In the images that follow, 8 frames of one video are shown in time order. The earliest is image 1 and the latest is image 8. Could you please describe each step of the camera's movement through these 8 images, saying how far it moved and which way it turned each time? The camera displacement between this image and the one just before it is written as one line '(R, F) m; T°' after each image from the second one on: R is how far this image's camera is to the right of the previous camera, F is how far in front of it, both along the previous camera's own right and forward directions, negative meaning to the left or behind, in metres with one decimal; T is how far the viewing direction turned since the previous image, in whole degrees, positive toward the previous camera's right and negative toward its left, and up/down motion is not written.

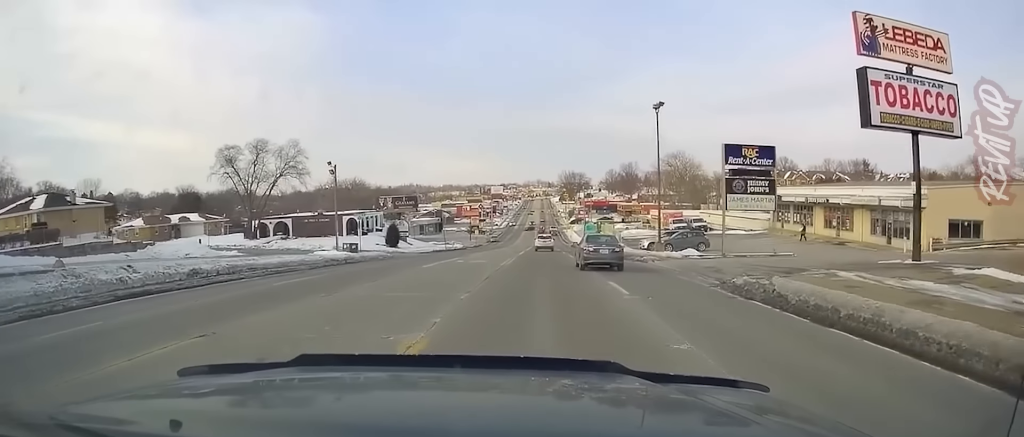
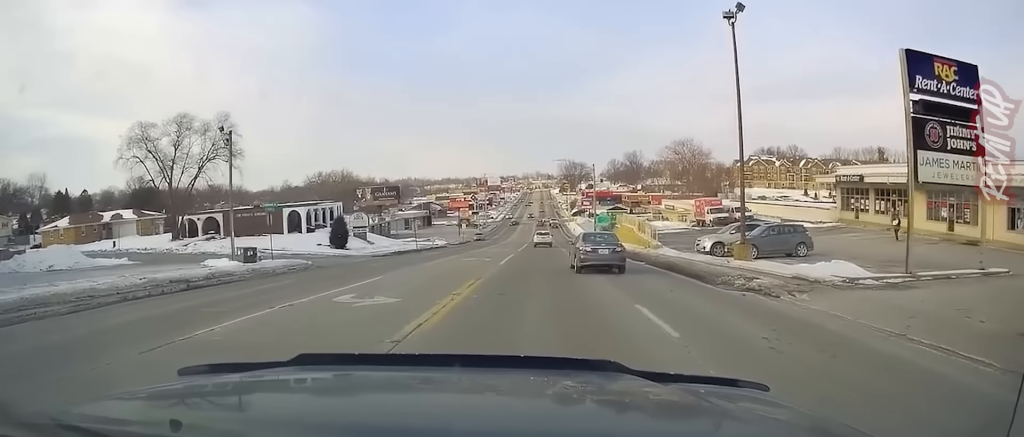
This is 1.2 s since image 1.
(-0.5, +19.0) m; 0°
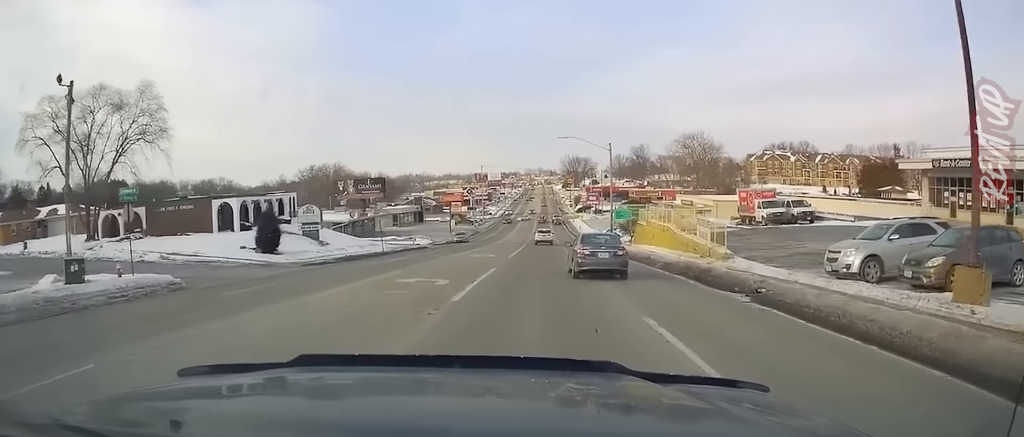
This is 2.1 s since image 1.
(+0.5, +14.7) m; +3°
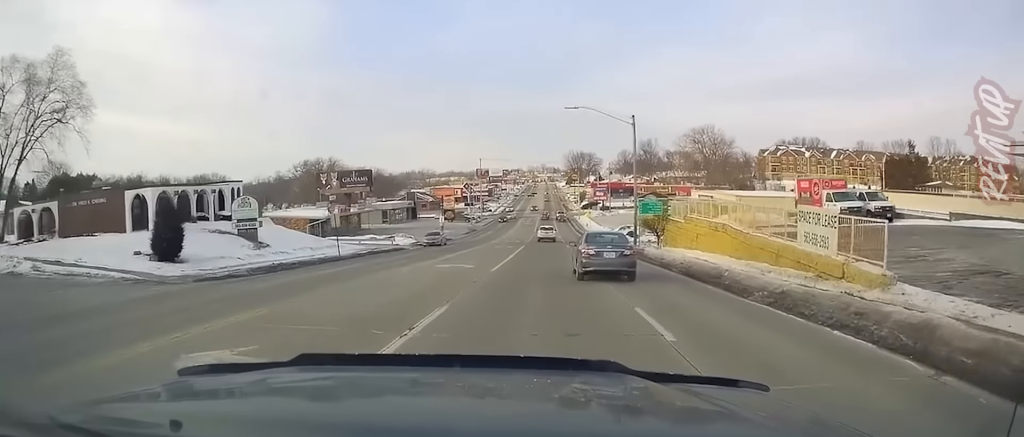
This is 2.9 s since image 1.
(+0.3, +12.0) m; +1°
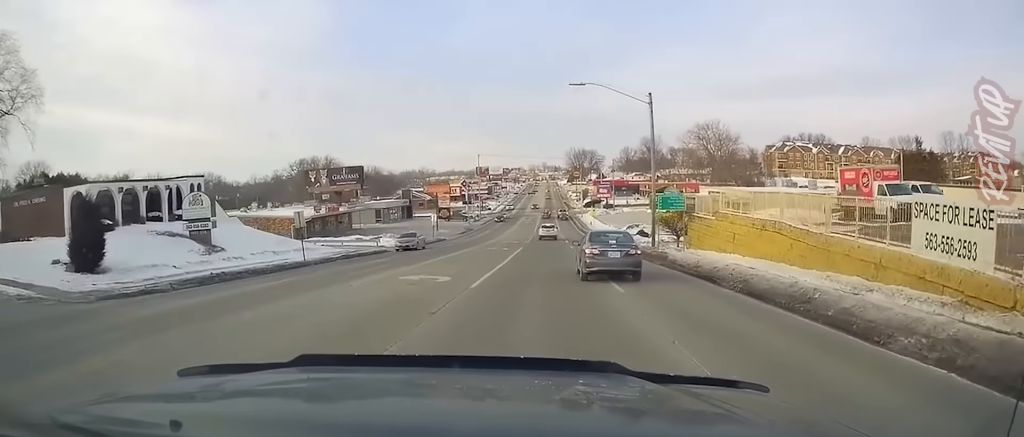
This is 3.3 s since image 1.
(+0.1, +6.2) m; -1°
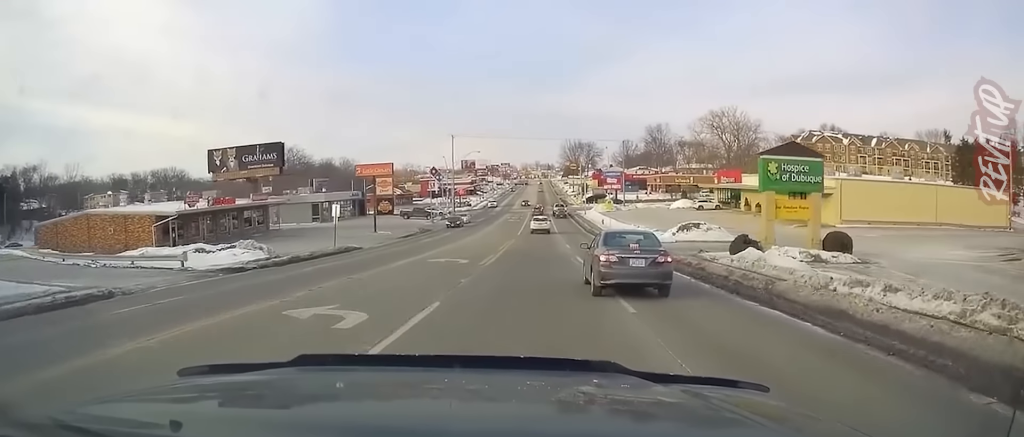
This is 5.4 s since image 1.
(-0.2, +32.1) m; +1°
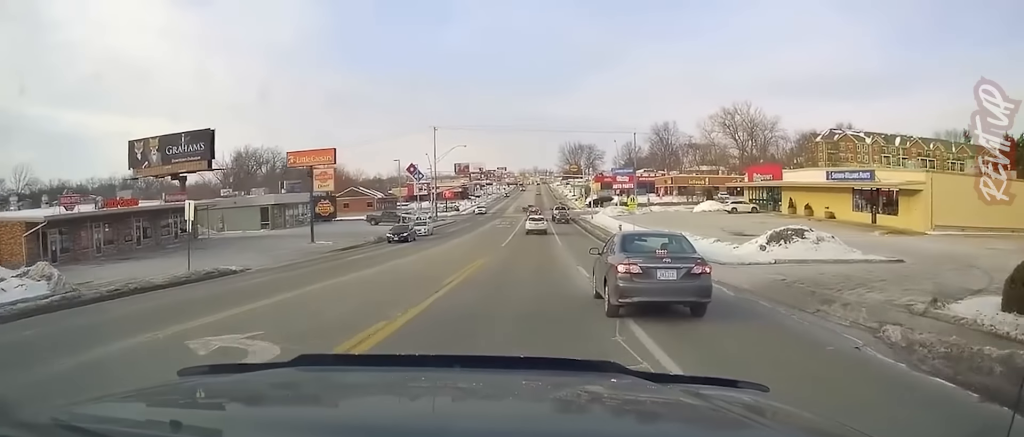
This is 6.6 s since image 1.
(-0.1, +18.4) m; -3°
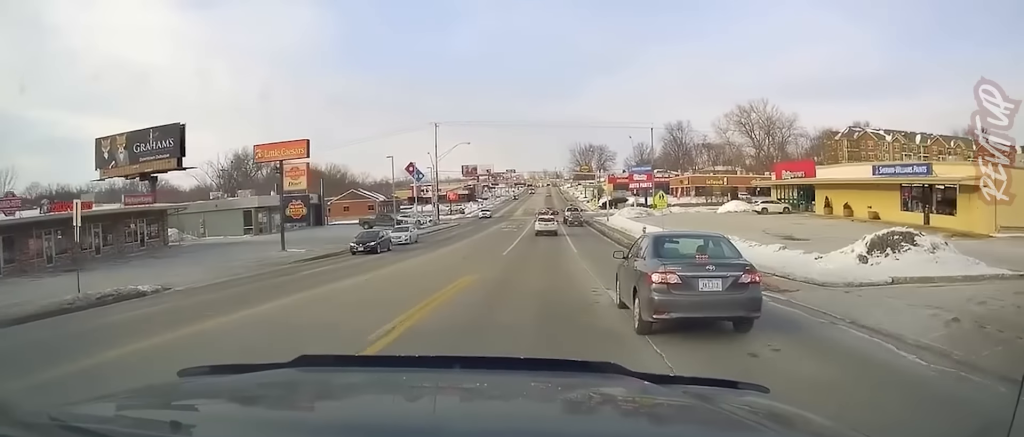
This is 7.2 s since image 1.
(-0.4, +7.7) m; 0°
